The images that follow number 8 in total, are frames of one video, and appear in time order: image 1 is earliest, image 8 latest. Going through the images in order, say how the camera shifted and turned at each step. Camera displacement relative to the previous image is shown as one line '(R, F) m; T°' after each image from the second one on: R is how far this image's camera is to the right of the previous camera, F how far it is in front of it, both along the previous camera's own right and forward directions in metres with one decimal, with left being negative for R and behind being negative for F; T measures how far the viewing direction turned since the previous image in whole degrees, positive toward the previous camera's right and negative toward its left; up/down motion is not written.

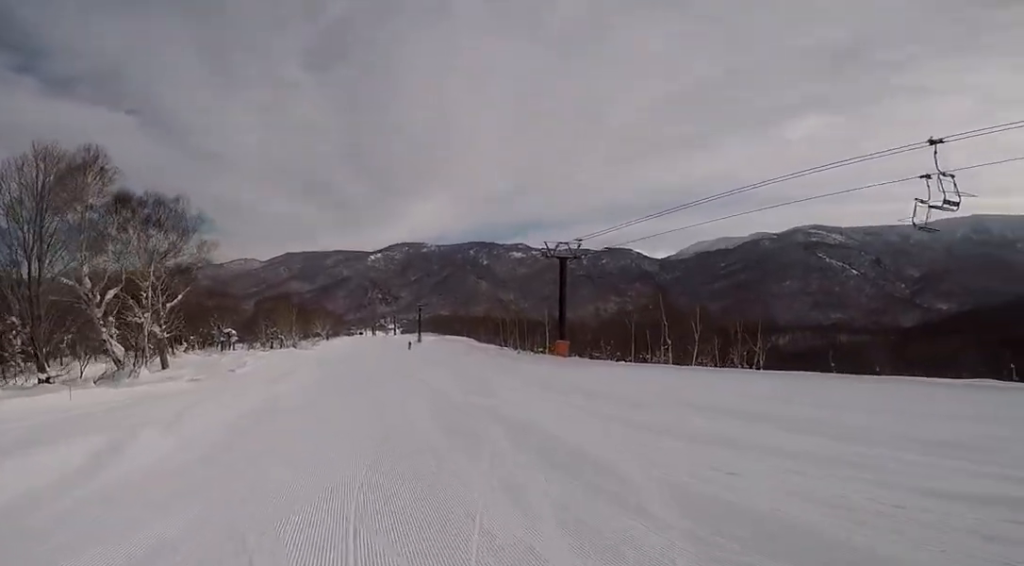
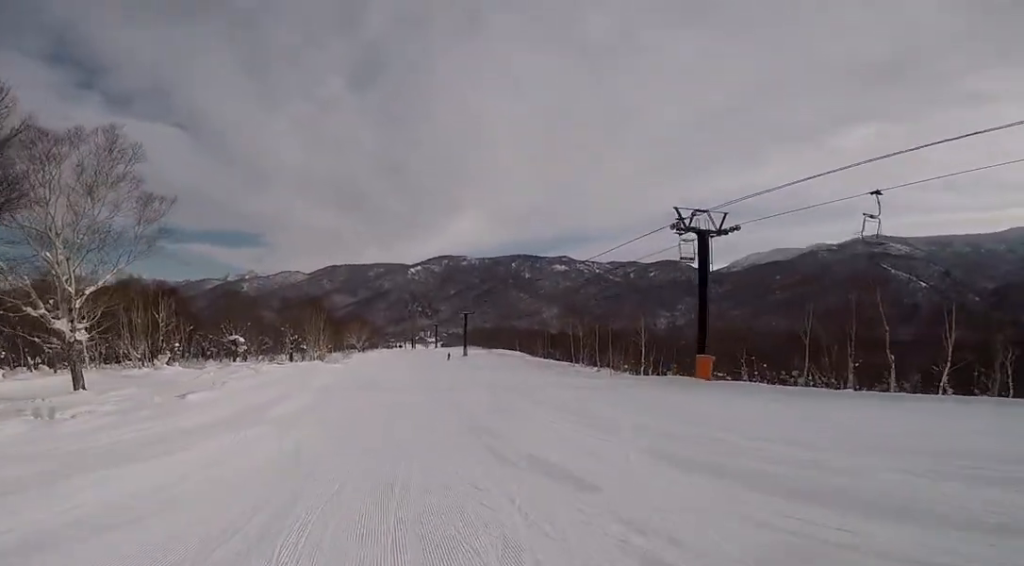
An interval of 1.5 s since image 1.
(-1.4, +14.8) m; -2°
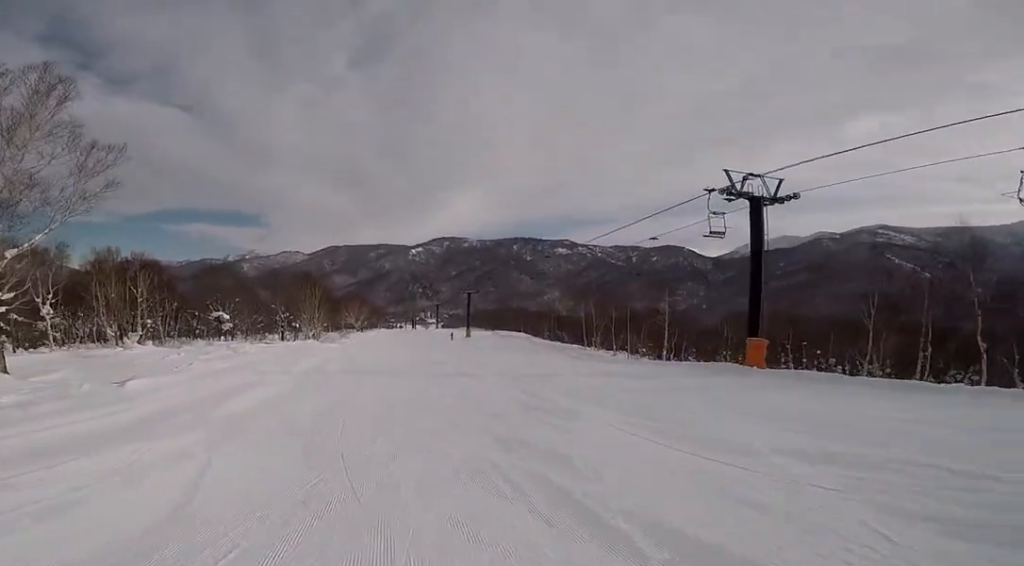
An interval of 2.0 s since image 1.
(+0.2, +4.4) m; +2°
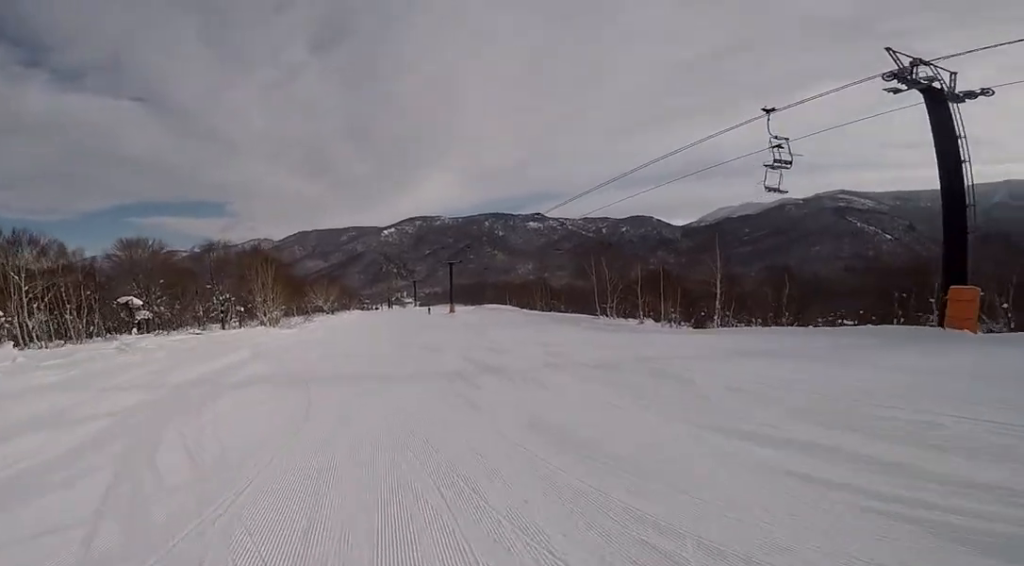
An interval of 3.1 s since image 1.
(+0.7, +11.0) m; 0°
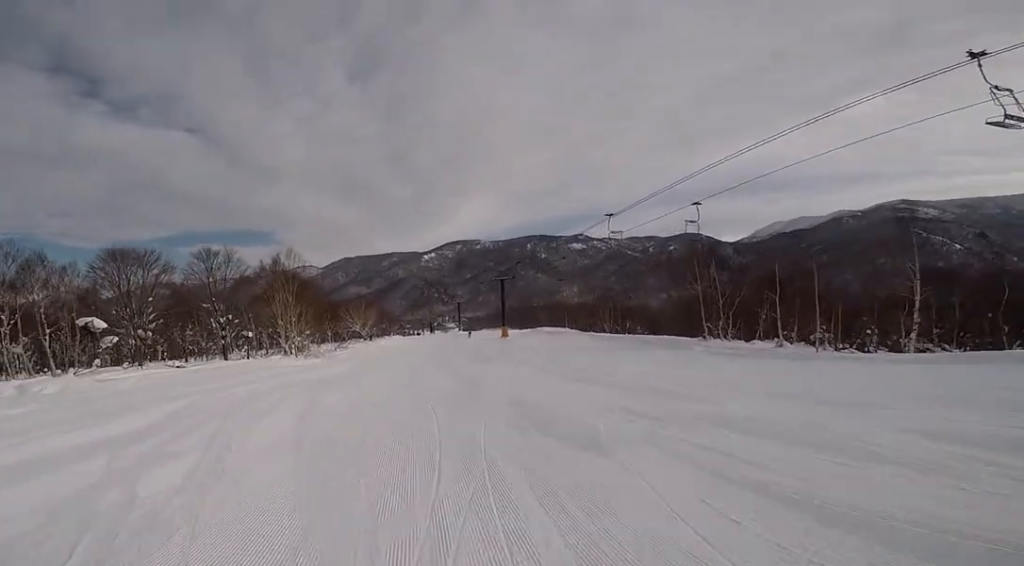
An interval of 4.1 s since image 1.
(-0.7, +10.4) m; -1°
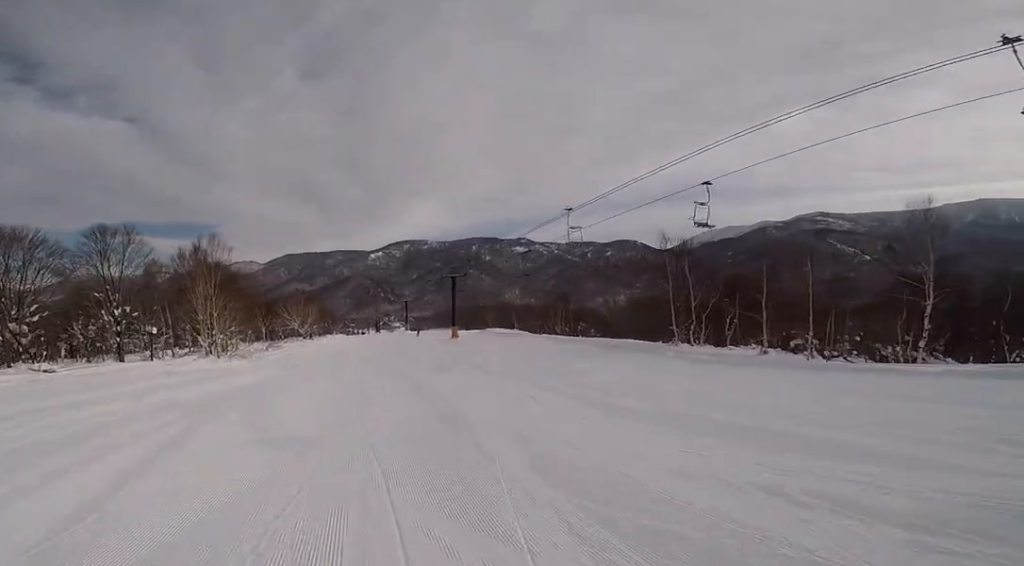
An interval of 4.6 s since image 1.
(-0.6, +5.1) m; +4°
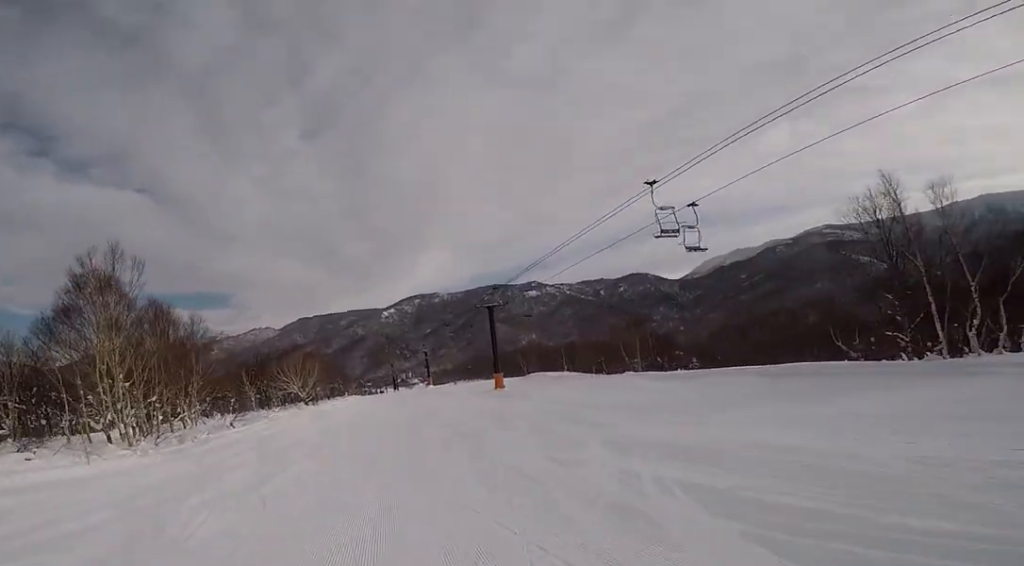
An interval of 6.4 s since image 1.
(+0.5, +17.6) m; -8°
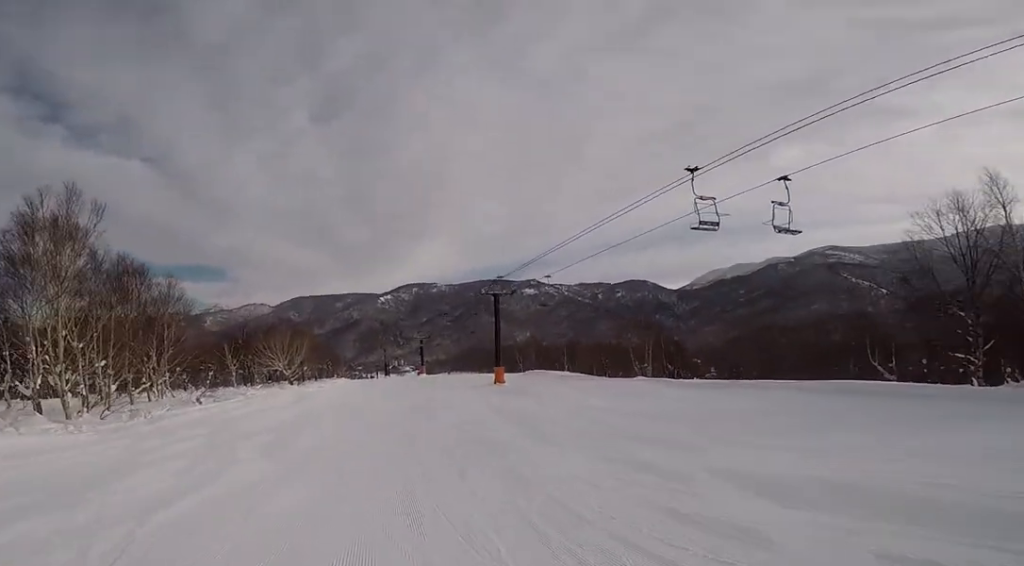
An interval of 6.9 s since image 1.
(-0.2, +4.0) m; -3°
